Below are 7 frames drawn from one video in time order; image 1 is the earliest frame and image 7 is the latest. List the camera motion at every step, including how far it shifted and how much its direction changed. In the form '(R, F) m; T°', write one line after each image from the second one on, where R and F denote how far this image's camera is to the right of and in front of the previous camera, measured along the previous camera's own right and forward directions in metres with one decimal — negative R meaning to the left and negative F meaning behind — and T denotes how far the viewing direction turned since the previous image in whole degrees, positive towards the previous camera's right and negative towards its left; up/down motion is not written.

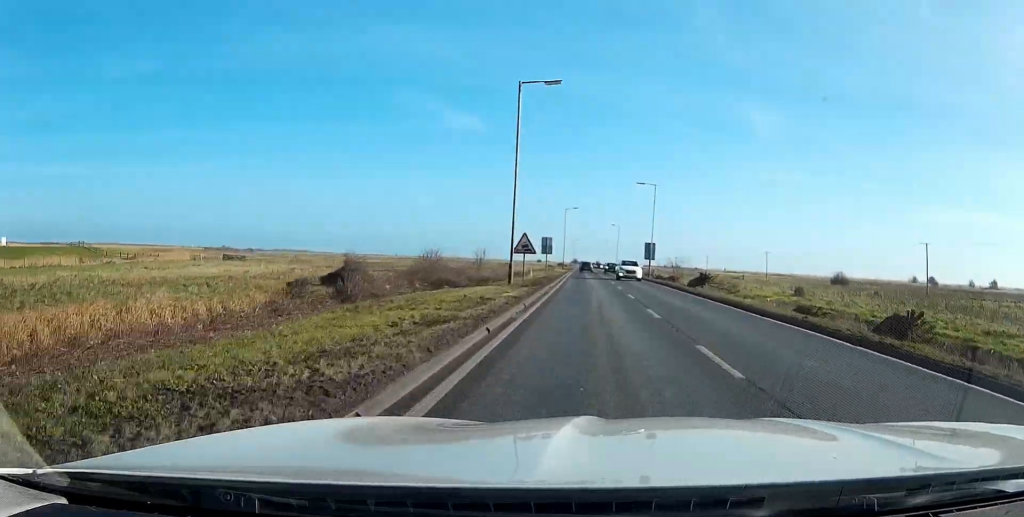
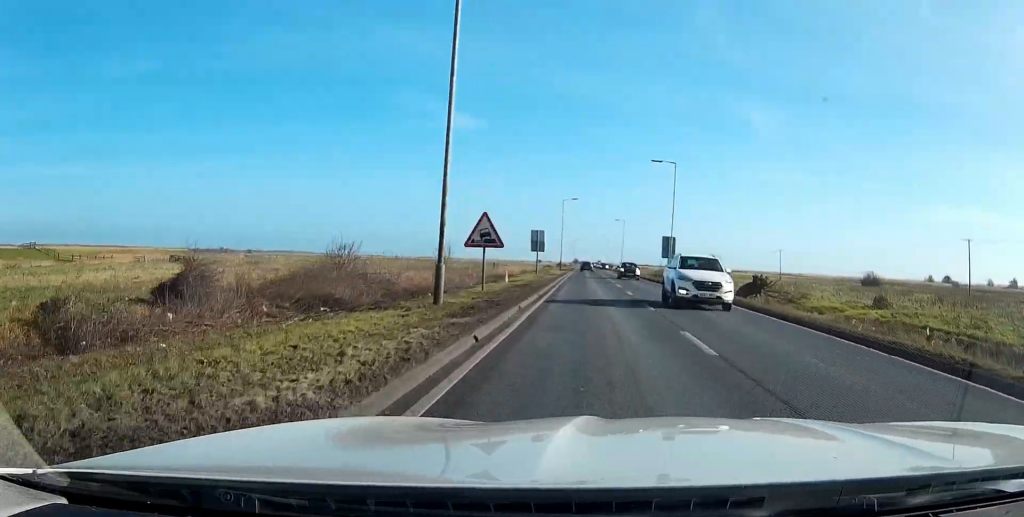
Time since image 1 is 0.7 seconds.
(-0.1, +16.8) m; 0°
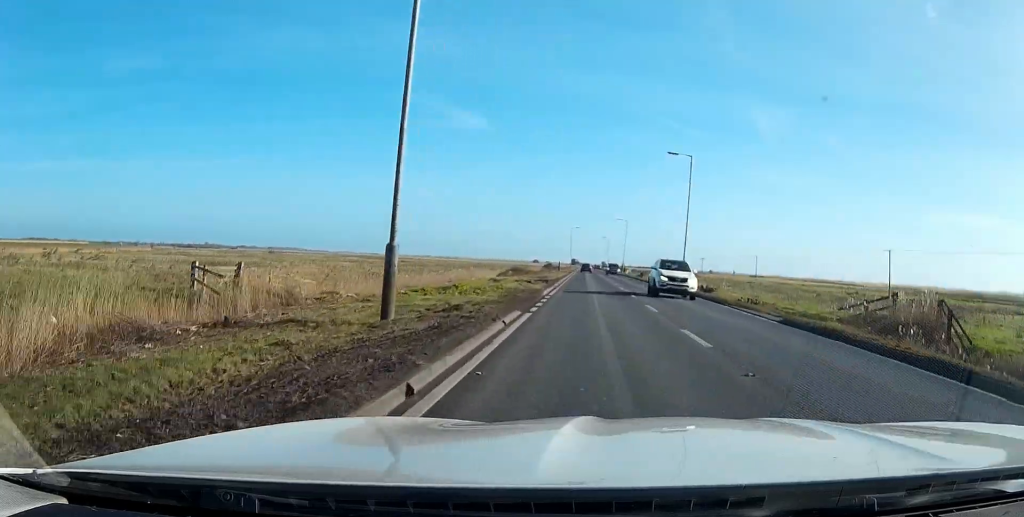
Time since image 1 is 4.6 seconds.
(+0.3, +89.0) m; 0°
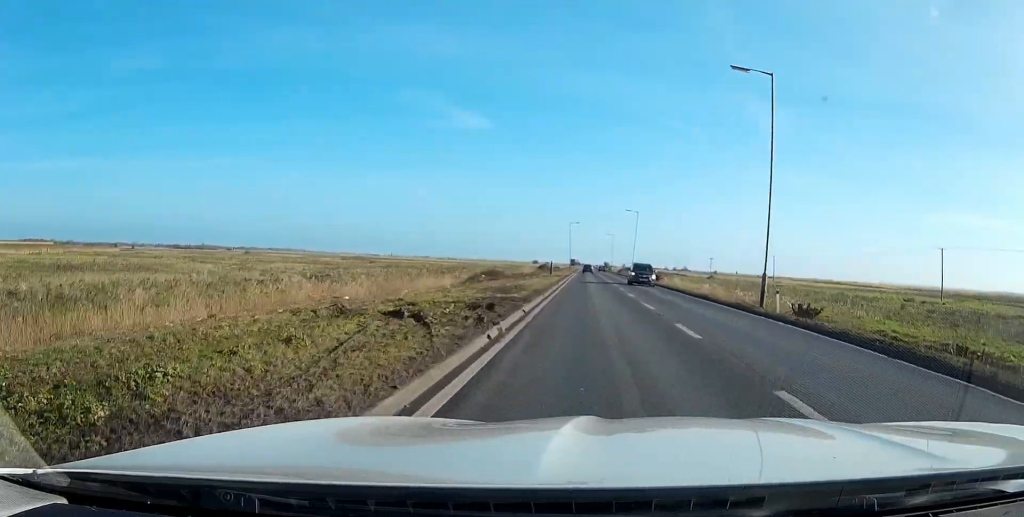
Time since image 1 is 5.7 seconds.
(0.0, +25.0) m; 0°
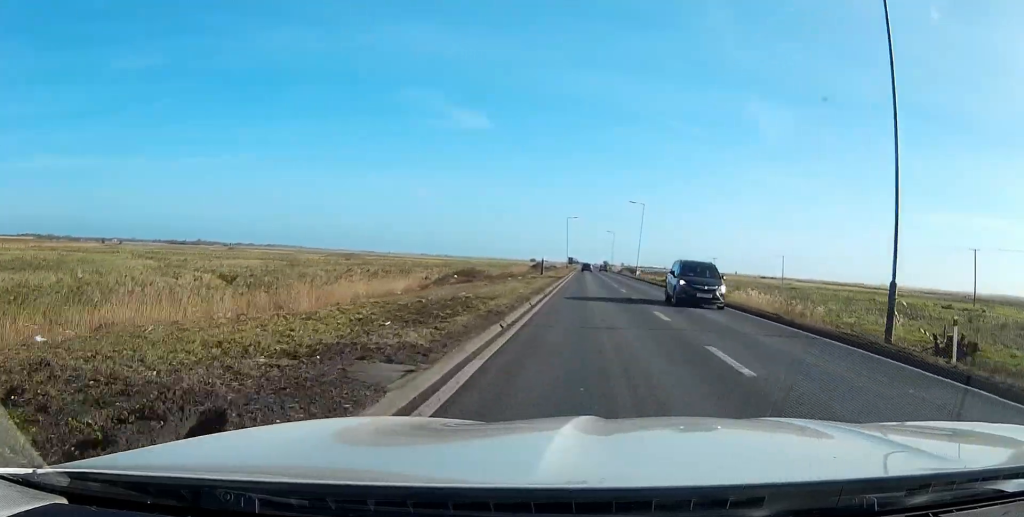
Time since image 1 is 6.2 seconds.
(+0.1, +13.4) m; 0°
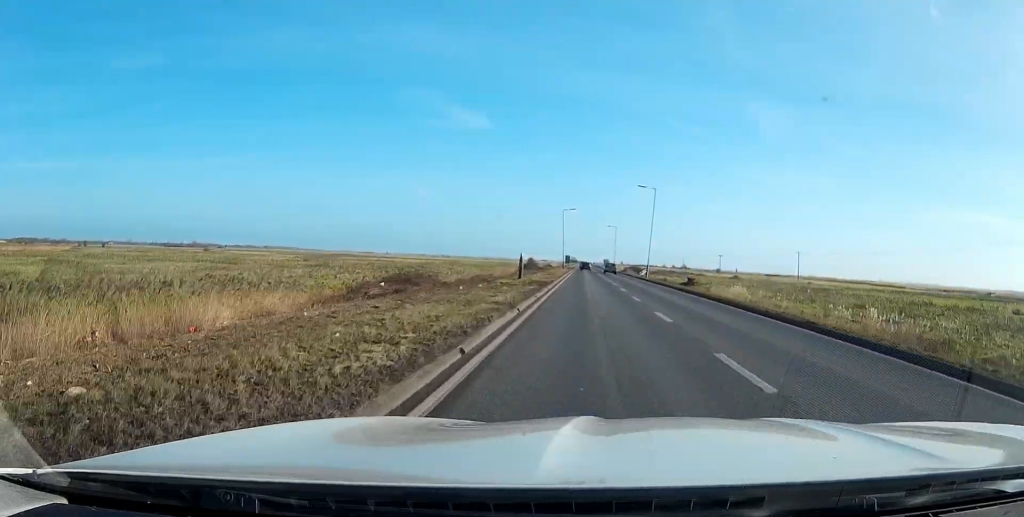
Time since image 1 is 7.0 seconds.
(+0.1, +18.9) m; 0°
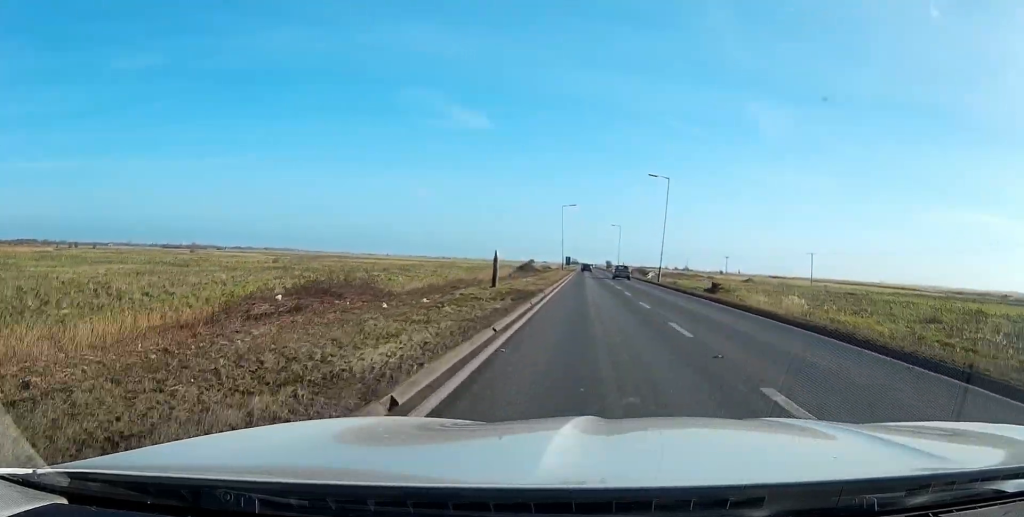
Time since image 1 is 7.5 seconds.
(0.0, +11.8) m; 0°
